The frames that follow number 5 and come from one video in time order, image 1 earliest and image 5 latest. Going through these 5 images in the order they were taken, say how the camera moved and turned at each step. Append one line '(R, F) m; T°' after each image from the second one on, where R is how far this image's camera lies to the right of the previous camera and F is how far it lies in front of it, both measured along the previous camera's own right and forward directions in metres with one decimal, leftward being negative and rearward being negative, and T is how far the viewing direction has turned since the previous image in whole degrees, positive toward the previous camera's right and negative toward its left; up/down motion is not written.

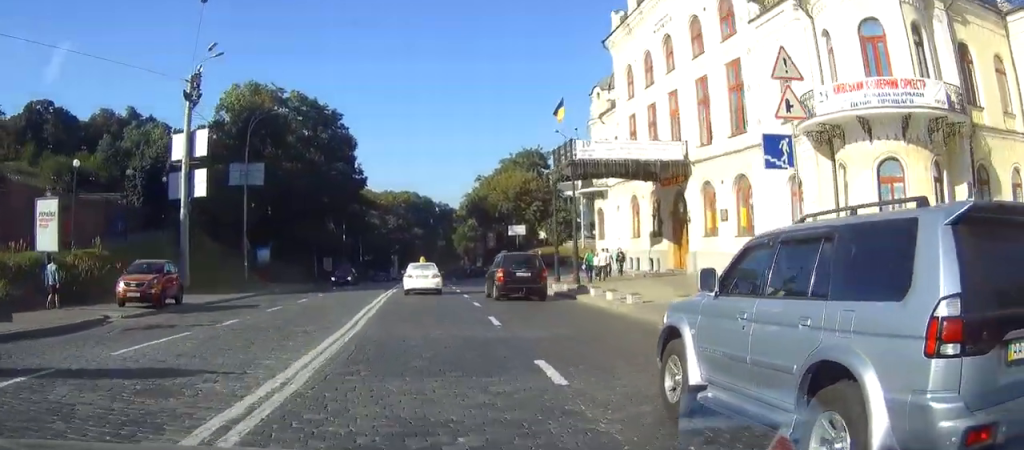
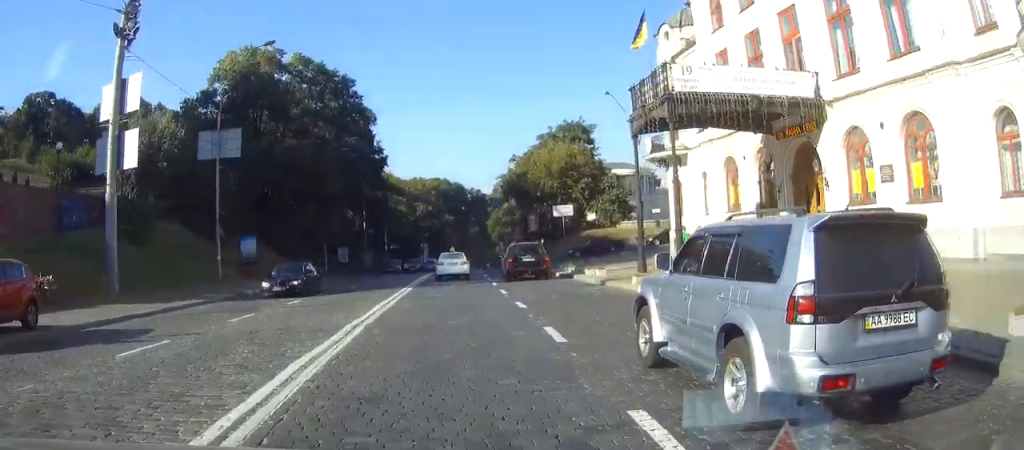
(-0.3, +12.6) m; -2°
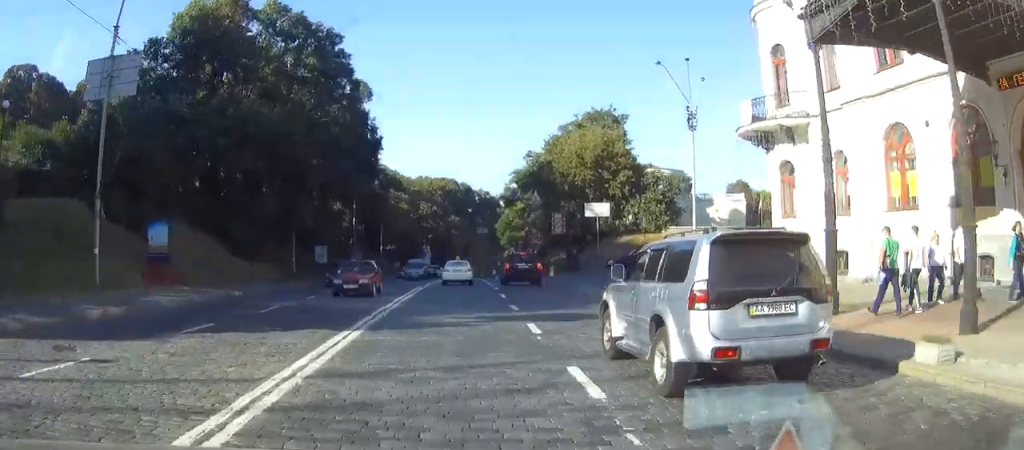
(0.0, +14.9) m; 0°
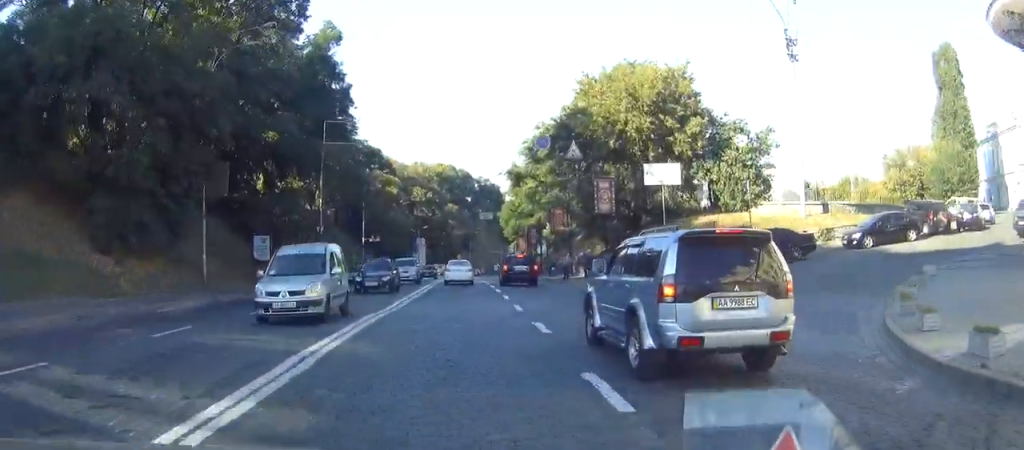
(0.0, +18.2) m; -1°
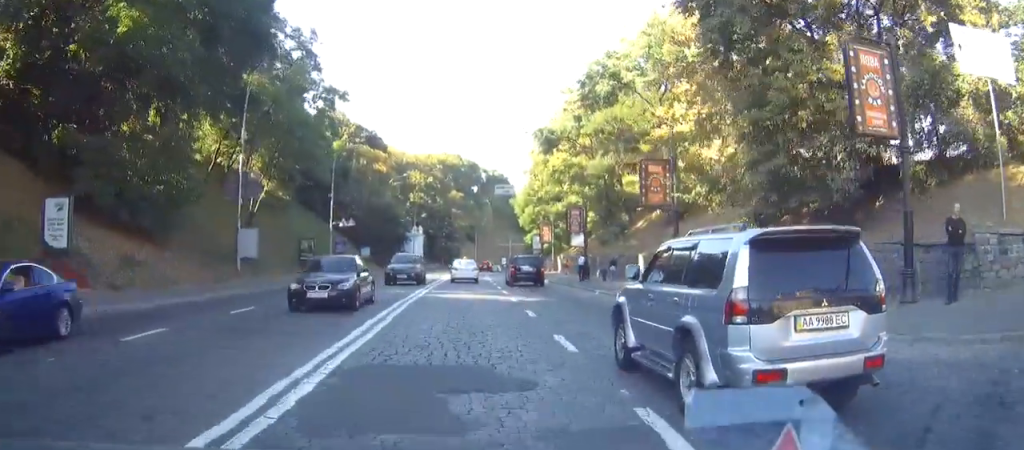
(-0.2, +24.9) m; +1°
